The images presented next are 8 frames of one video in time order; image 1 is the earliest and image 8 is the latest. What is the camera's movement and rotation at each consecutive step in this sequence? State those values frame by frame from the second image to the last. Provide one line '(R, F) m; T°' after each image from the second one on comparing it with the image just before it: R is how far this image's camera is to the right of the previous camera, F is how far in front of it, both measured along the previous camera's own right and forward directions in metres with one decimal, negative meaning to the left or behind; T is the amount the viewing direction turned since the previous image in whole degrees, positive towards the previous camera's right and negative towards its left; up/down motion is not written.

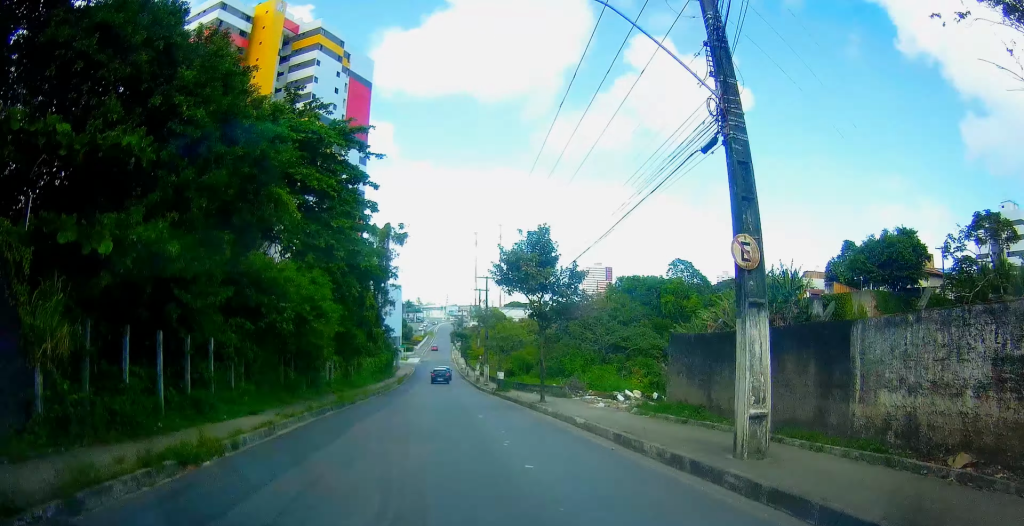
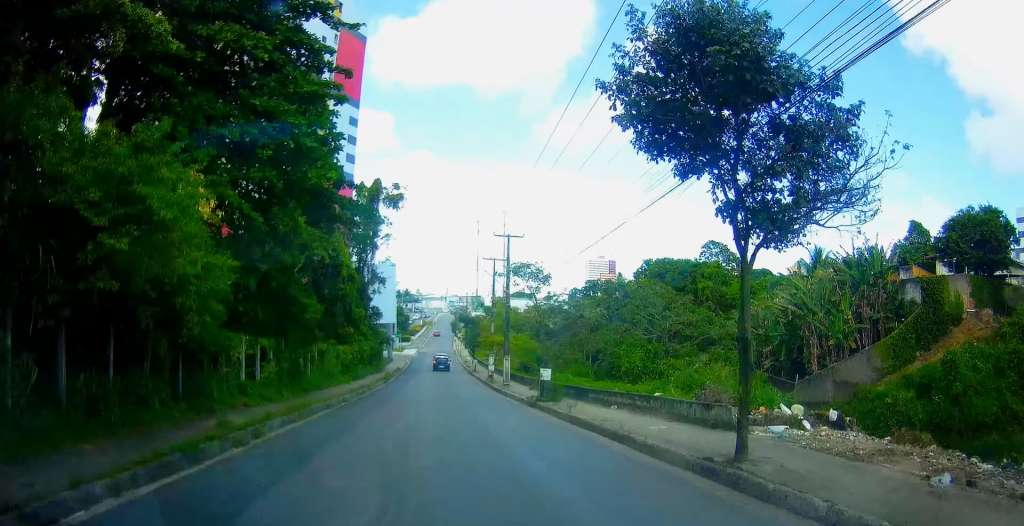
(-0.1, +15.0) m; -1°
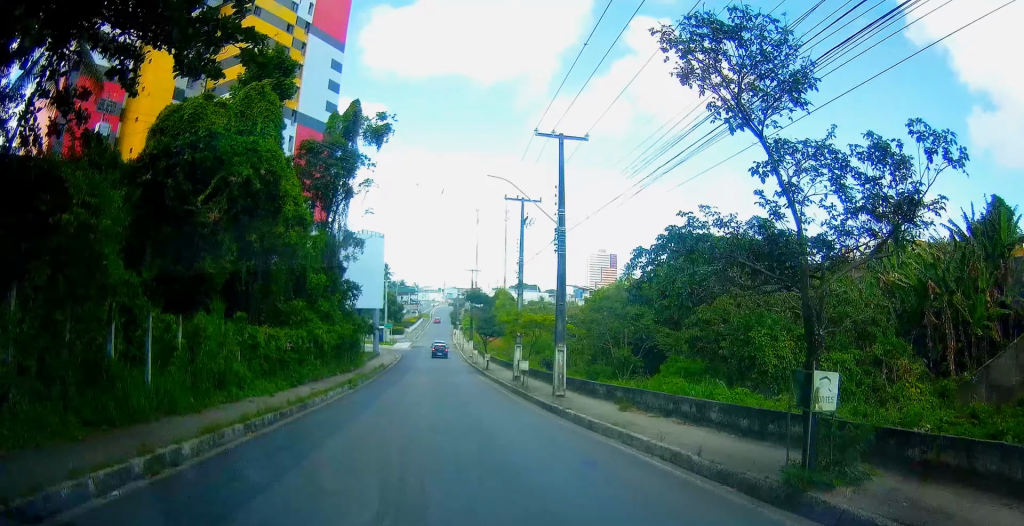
(-0.2, +15.8) m; +3°
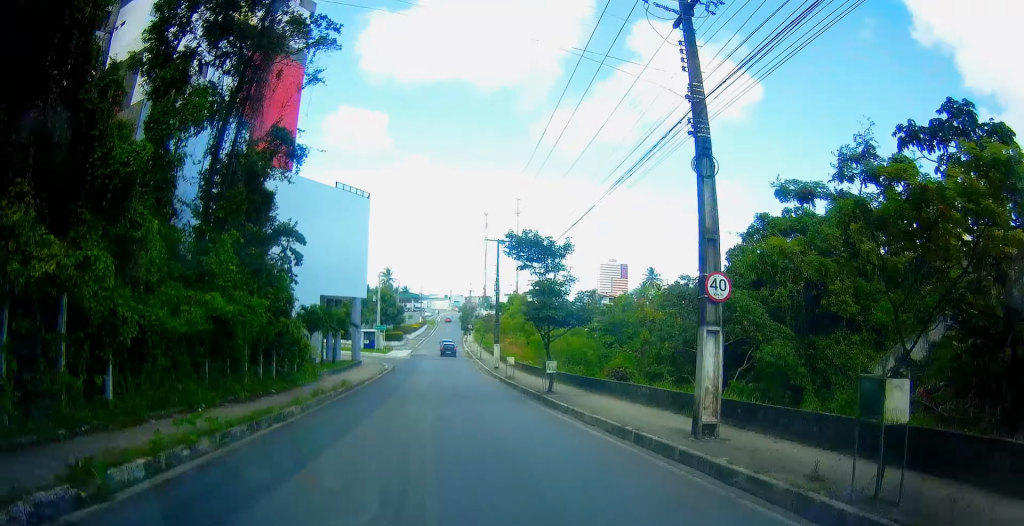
(+0.8, +21.1) m; +1°
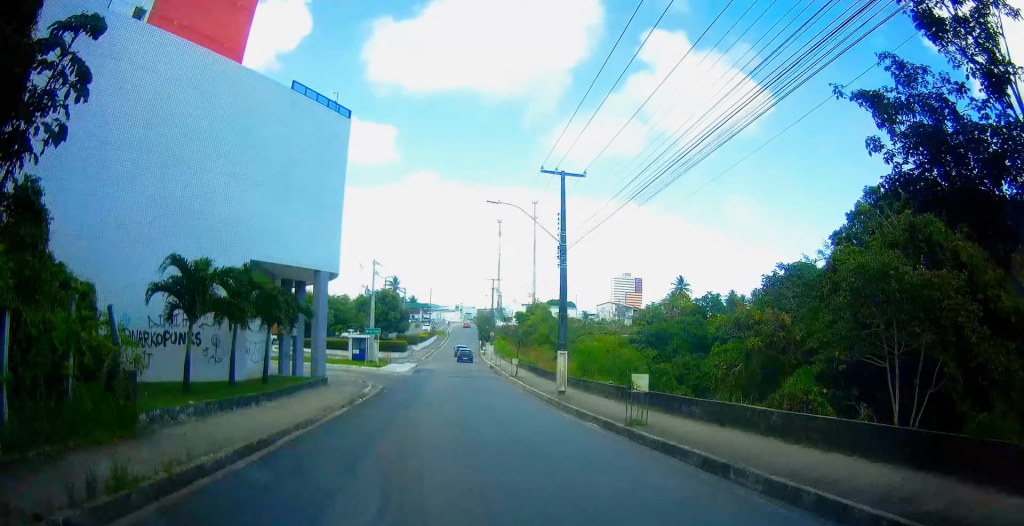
(0.0, +18.6) m; -3°
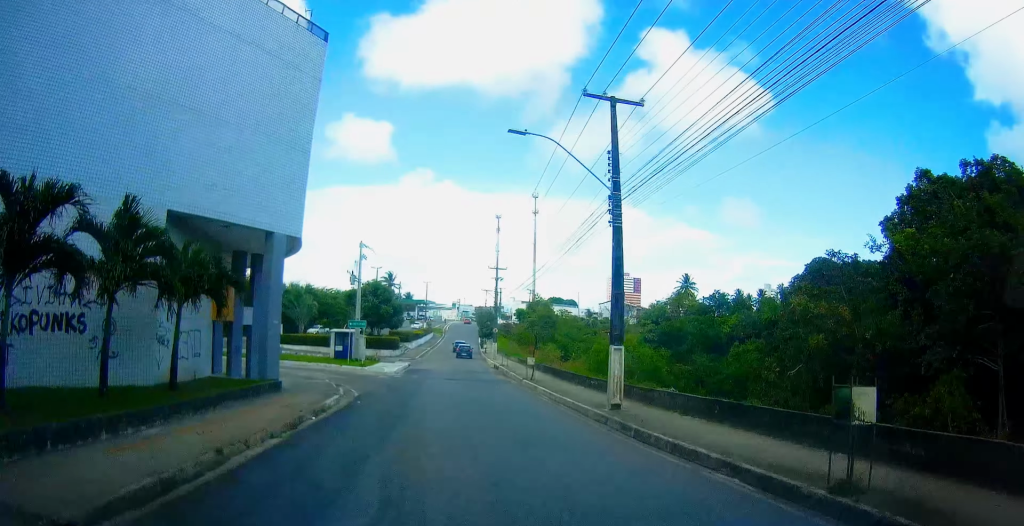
(-0.1, +7.6) m; -1°
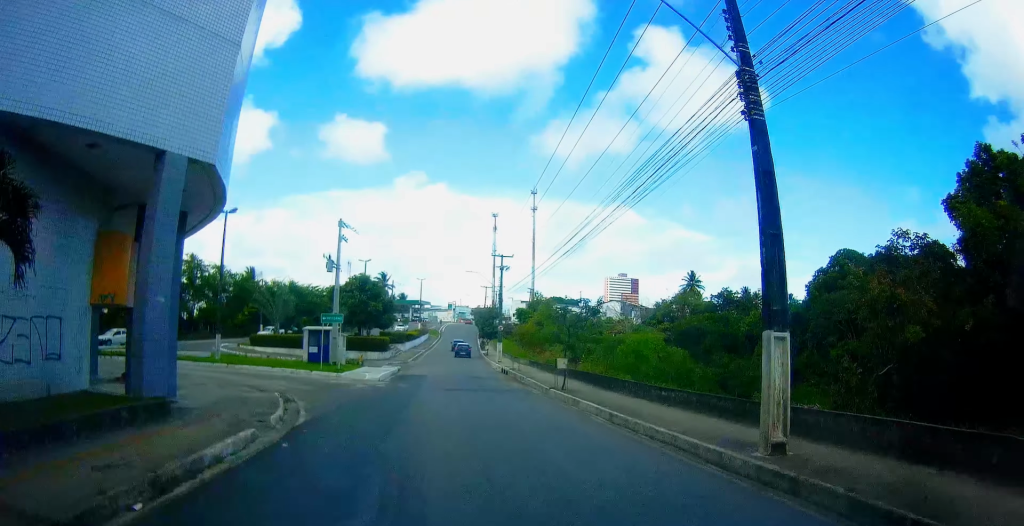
(-0.7, +8.4) m; -1°
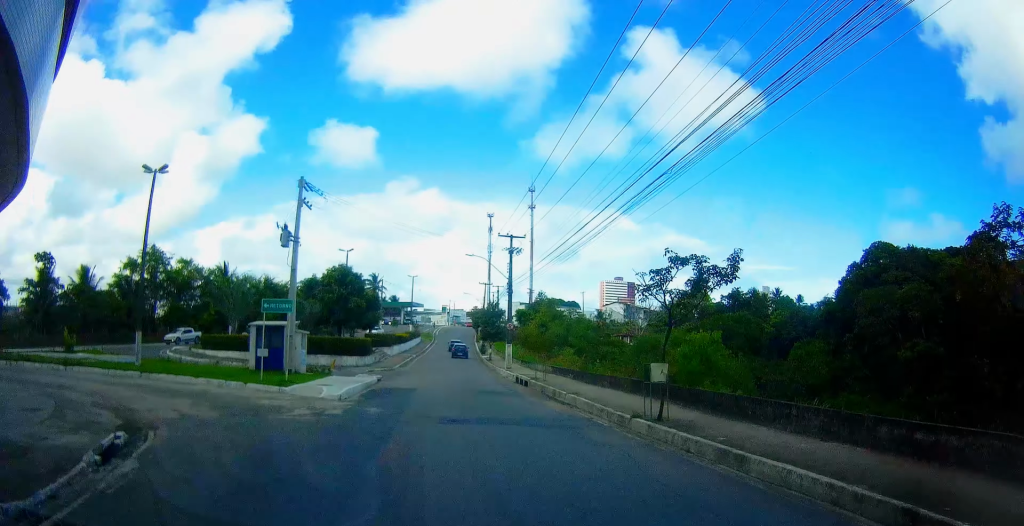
(+0.2, +10.3) m; +1°
